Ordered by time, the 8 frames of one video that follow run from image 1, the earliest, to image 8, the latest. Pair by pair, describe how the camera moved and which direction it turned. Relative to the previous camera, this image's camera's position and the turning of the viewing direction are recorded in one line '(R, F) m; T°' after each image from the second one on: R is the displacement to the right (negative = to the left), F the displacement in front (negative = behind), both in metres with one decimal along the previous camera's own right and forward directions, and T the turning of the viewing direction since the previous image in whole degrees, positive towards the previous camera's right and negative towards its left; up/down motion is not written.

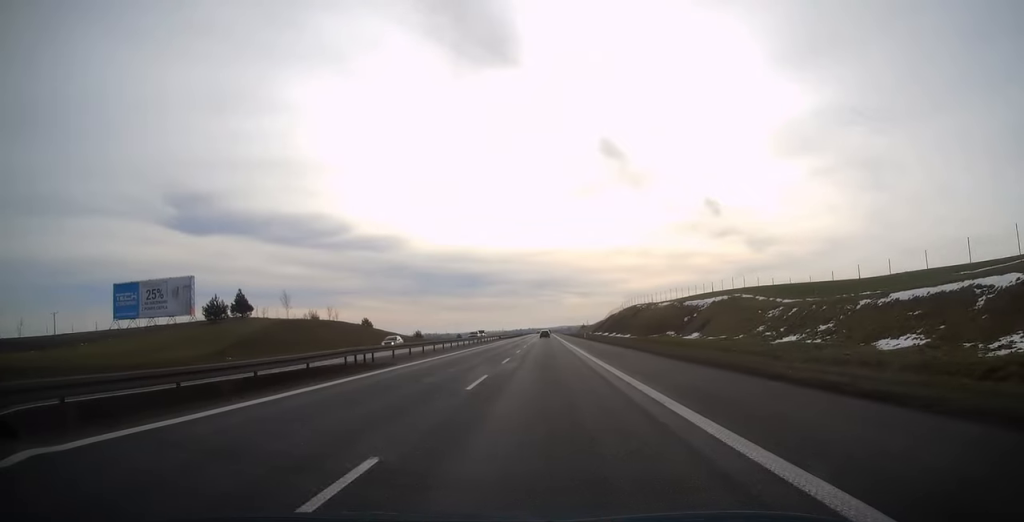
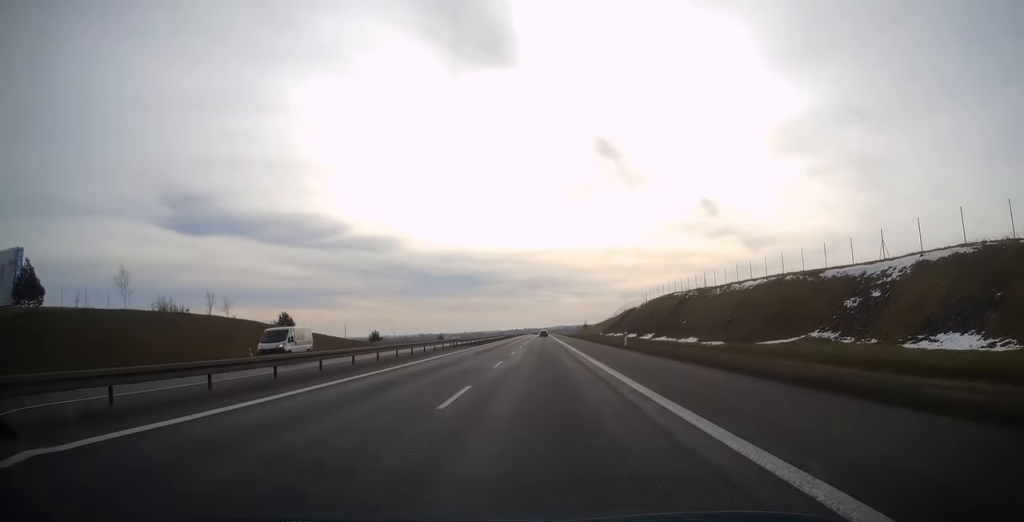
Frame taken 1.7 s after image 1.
(0.0, +50.6) m; 0°
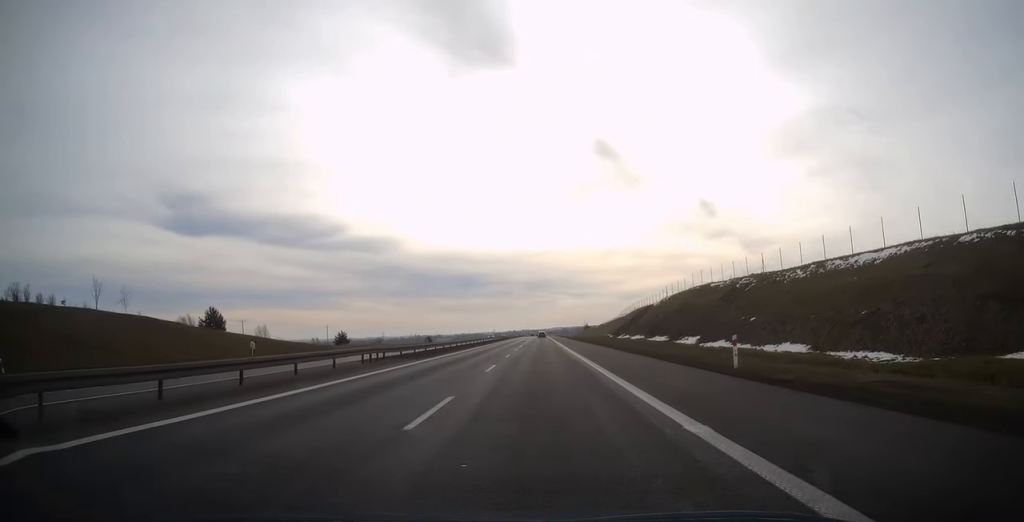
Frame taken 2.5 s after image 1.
(+0.1, +26.0) m; 0°
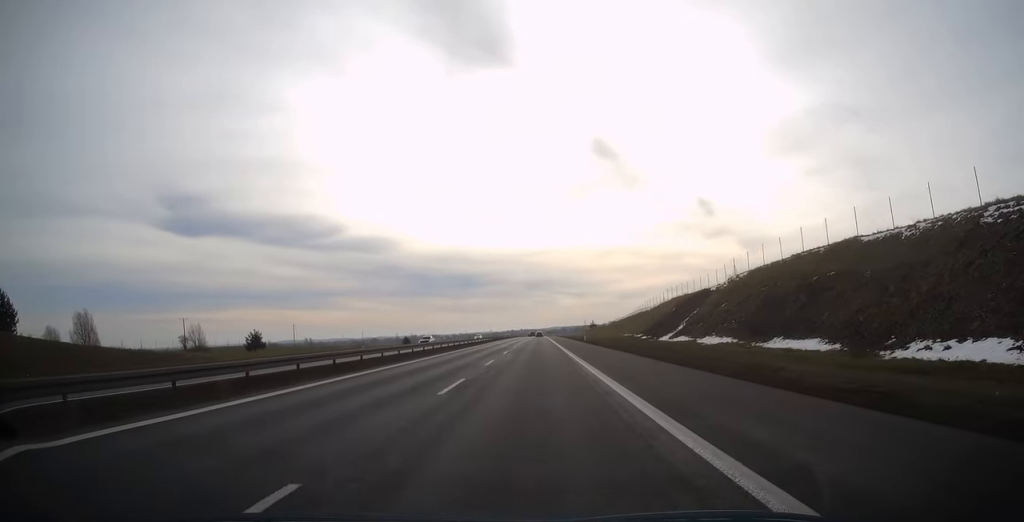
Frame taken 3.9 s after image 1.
(0.0, +42.8) m; 0°
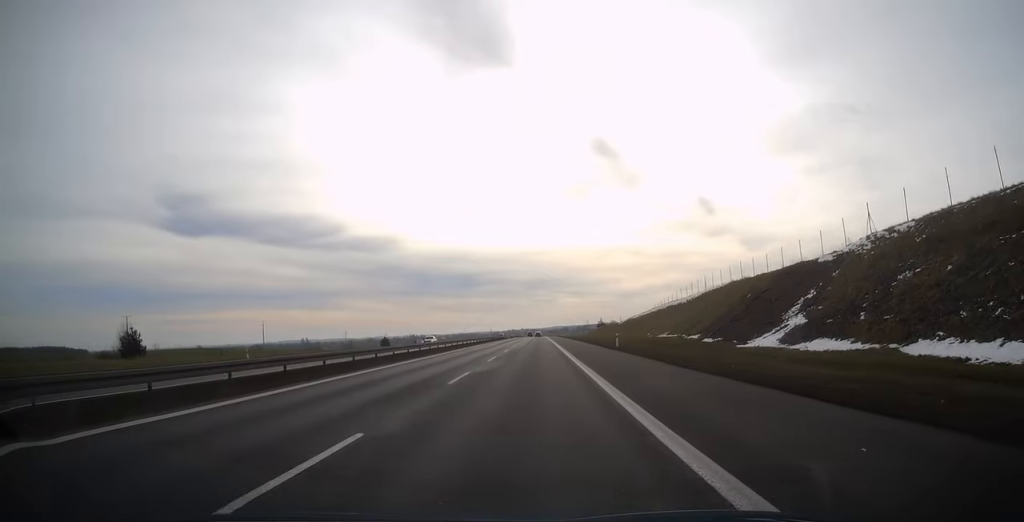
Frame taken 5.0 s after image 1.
(0.0, +32.7) m; 0°
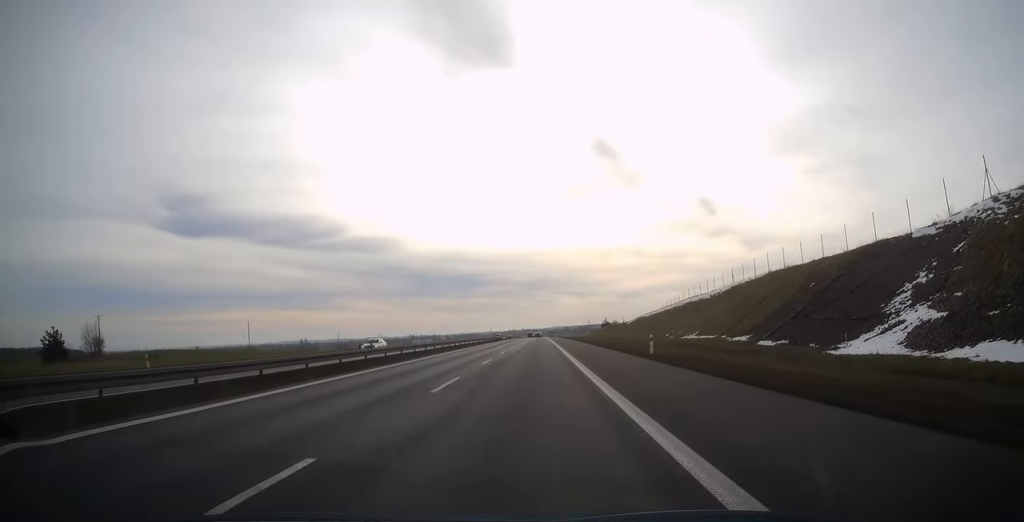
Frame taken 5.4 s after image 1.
(0.0, +13.8) m; 0°
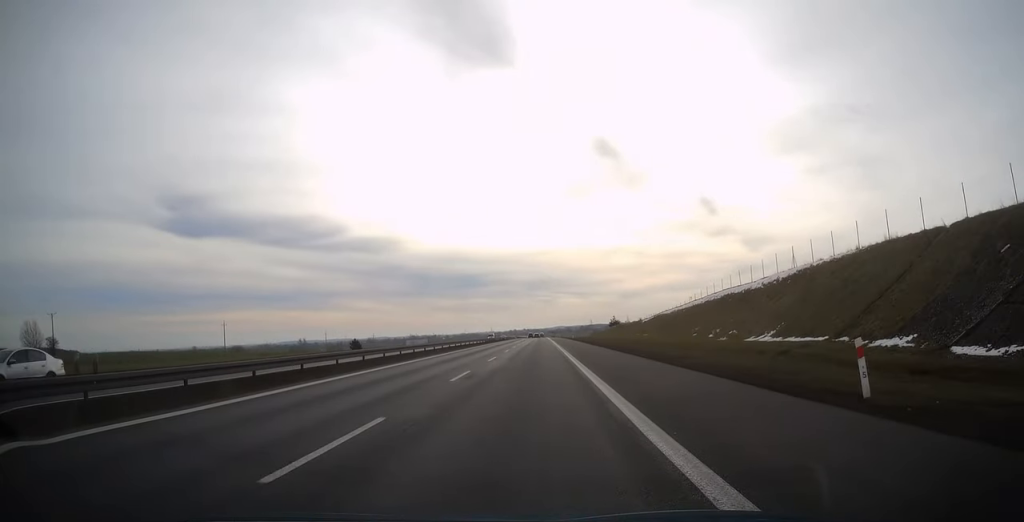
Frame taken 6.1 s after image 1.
(0.0, +20.4) m; 0°
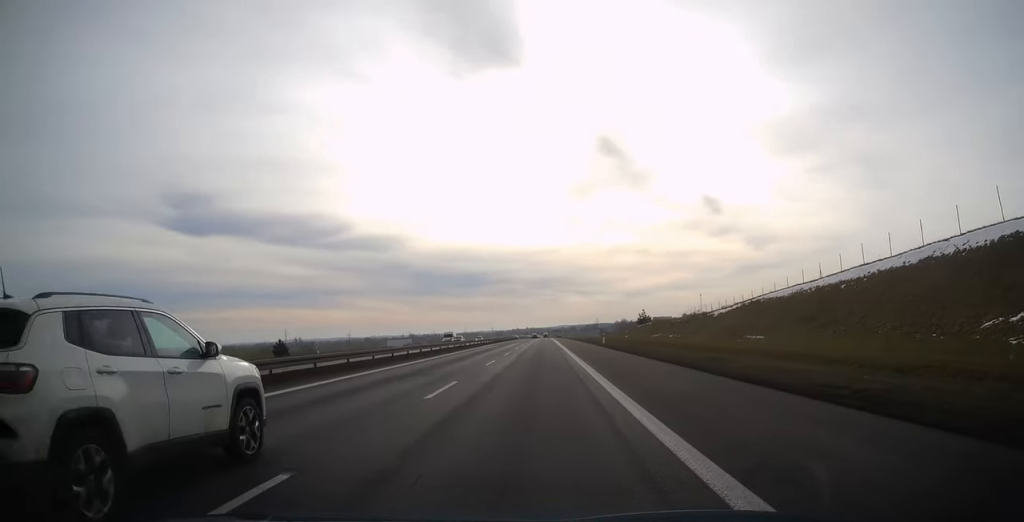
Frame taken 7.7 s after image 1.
(-0.2, +51.1) m; 0°
